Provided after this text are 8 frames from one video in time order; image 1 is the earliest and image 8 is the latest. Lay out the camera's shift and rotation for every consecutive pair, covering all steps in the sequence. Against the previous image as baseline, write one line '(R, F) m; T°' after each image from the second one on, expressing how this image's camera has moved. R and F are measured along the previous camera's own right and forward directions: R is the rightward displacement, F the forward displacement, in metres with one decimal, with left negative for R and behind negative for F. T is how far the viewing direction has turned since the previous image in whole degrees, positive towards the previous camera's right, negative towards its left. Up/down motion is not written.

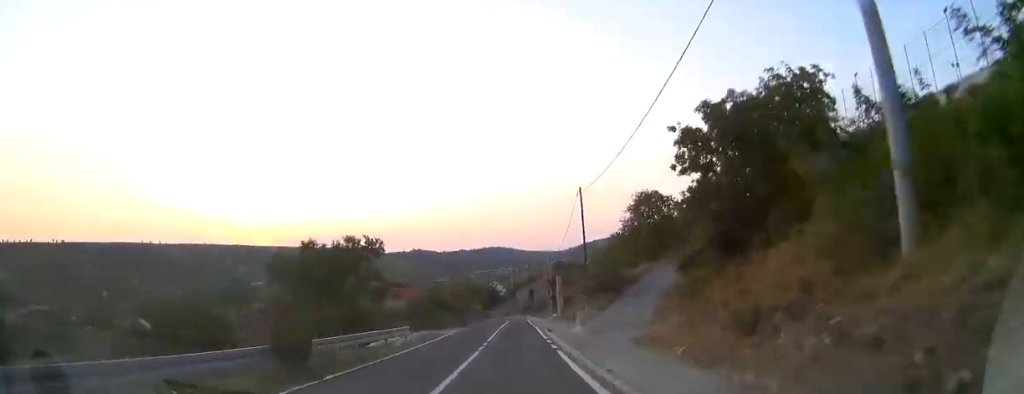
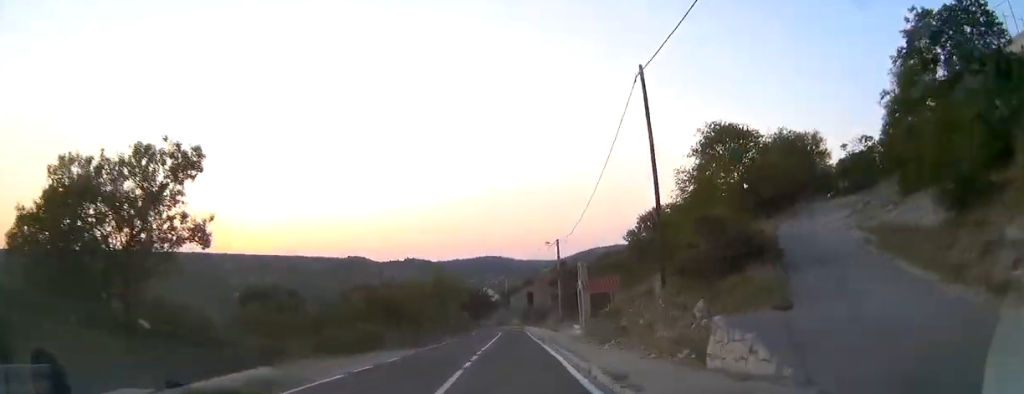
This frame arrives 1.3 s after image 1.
(+0.3, +19.3) m; +1°
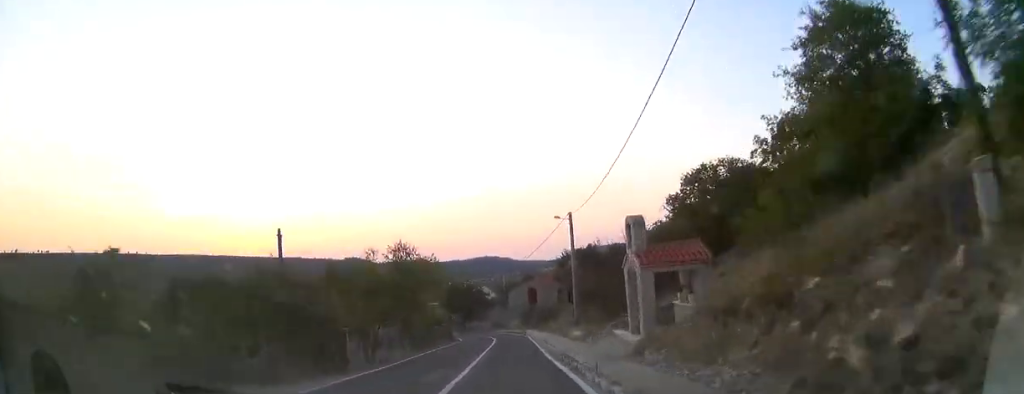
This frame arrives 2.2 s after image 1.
(0.0, +12.0) m; 0°
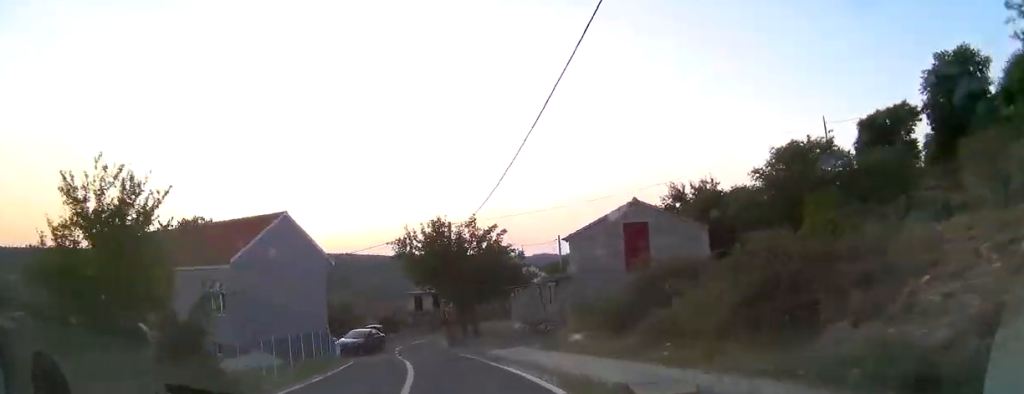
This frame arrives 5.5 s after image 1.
(-0.4, +41.8) m; -5°
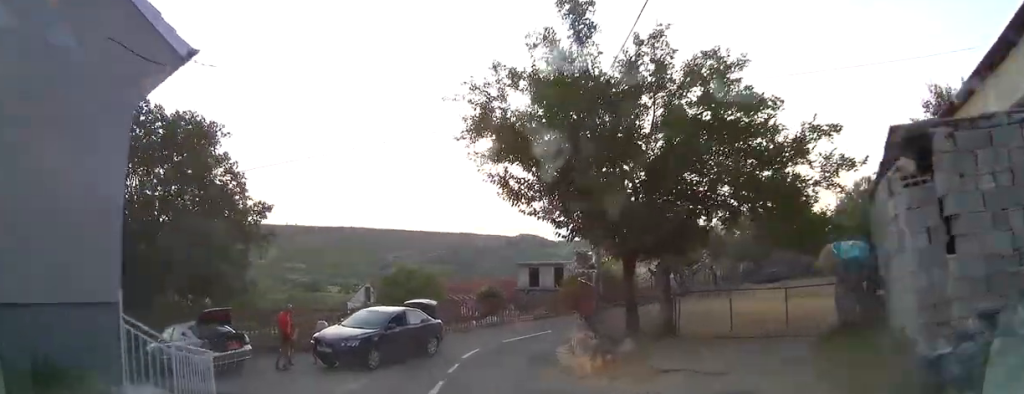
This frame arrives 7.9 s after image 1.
(-2.0, +21.9) m; -8°
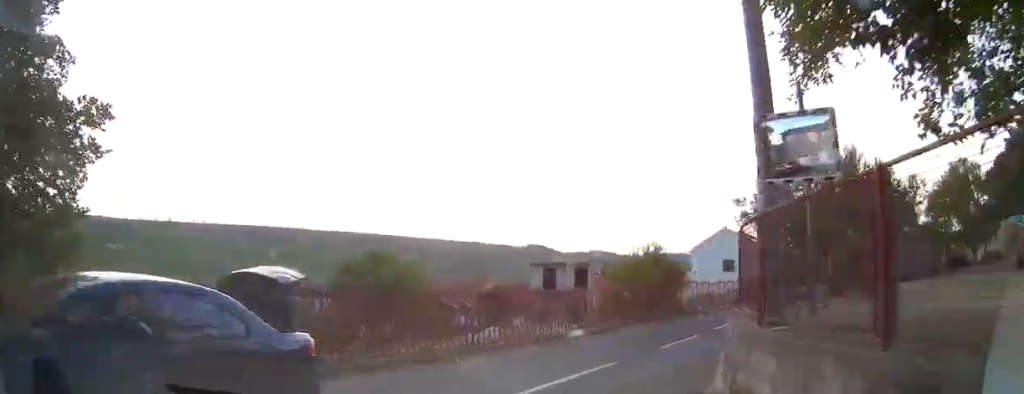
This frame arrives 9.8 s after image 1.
(-0.8, +14.9) m; +5°
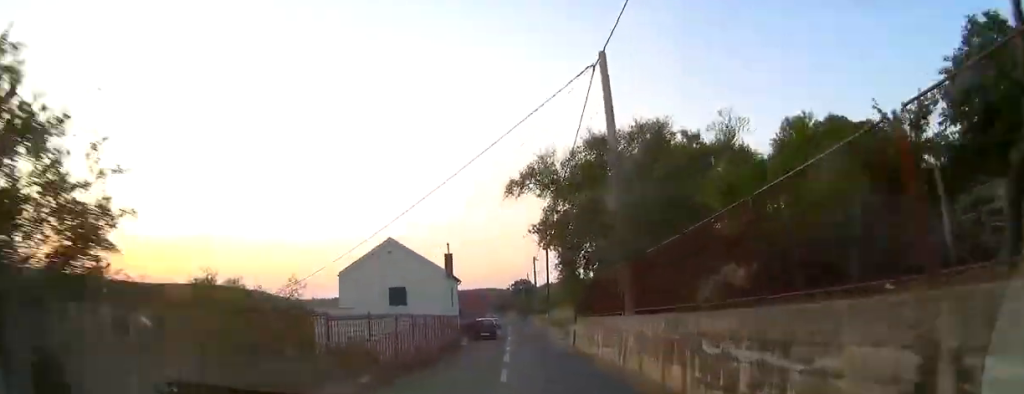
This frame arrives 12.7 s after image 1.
(+5.1, +21.8) m; +19°
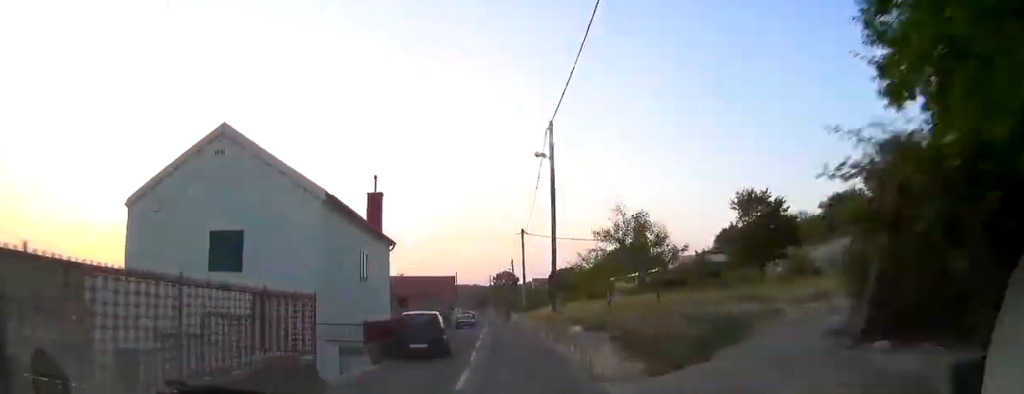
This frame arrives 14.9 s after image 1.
(+1.1, +18.9) m; +4°
